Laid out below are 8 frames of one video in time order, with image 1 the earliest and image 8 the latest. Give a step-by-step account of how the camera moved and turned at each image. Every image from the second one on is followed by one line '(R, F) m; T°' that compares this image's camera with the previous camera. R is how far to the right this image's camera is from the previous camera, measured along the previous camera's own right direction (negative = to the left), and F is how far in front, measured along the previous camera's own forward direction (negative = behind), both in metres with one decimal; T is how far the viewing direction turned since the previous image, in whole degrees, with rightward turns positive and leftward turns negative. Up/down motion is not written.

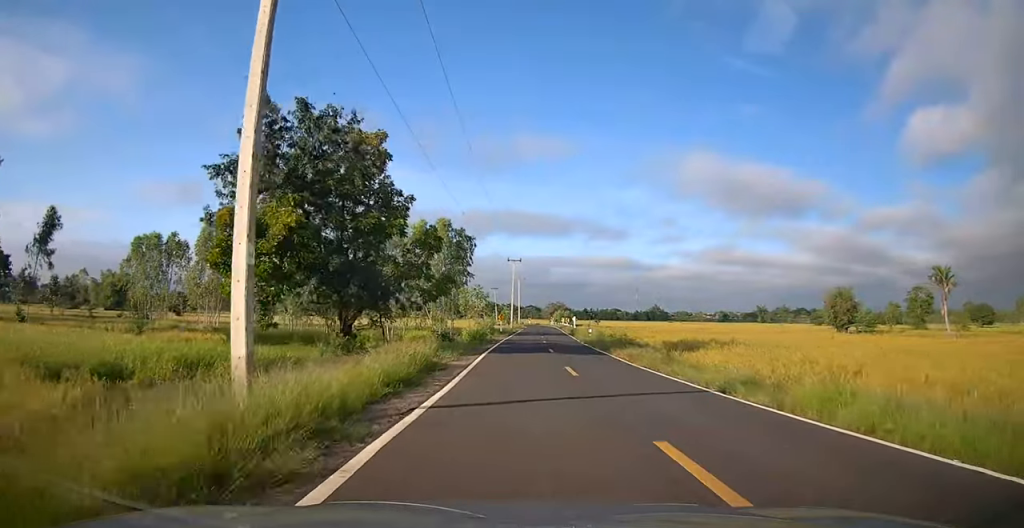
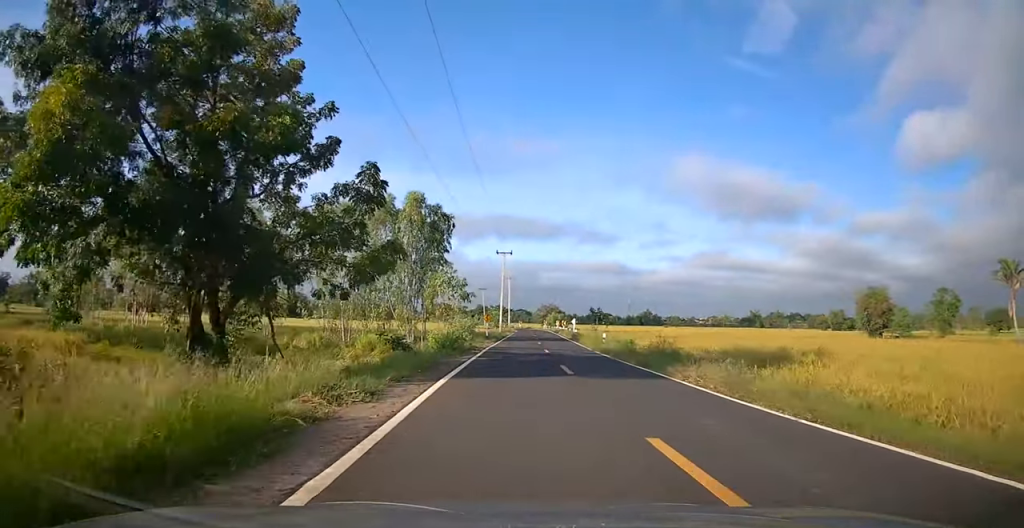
(+0.3, +11.6) m; +4°
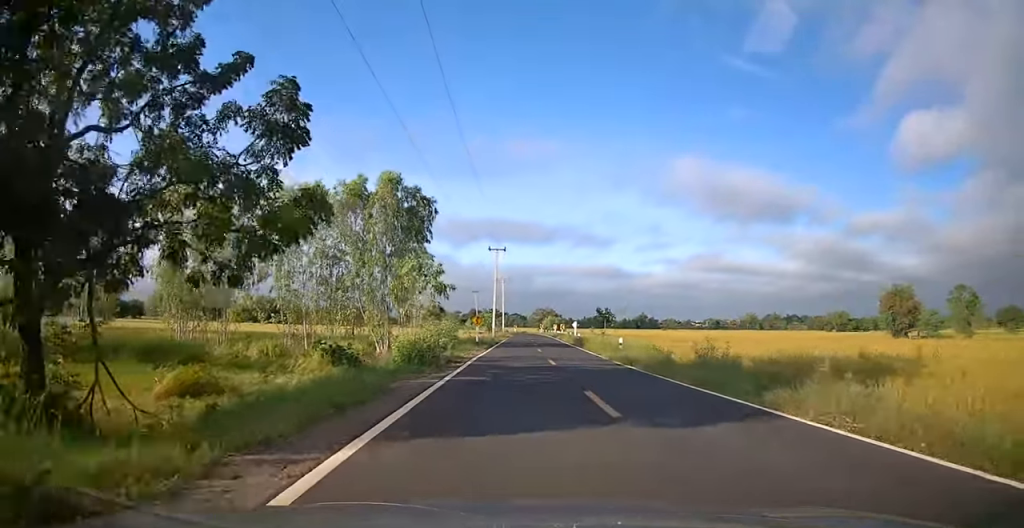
(+0.2, +6.9) m; +1°
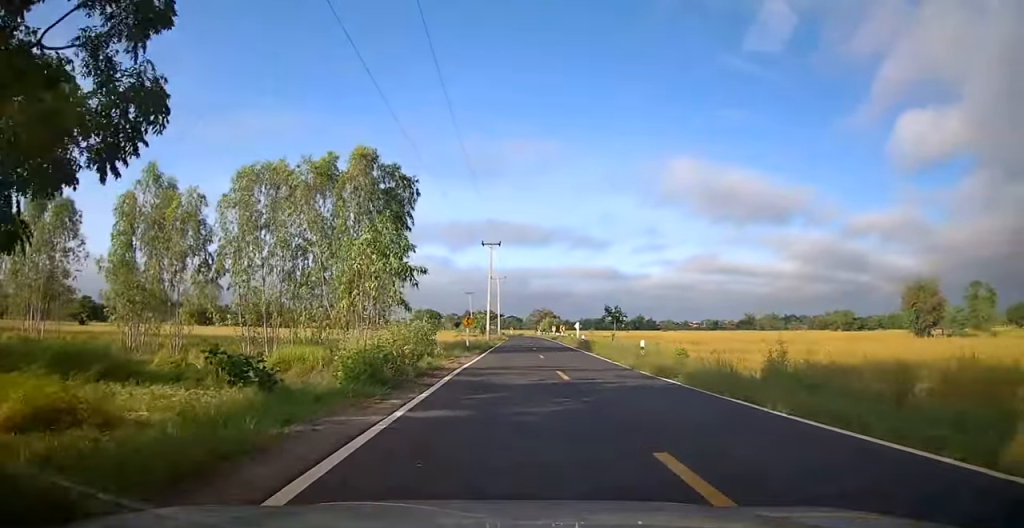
(+0.2, +5.5) m; 0°
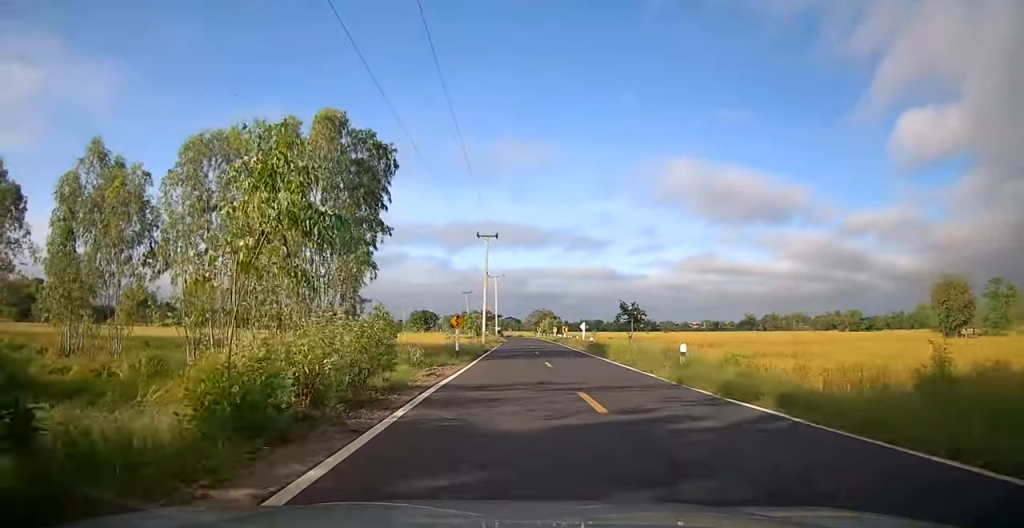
(-0.2, +5.8) m; 0°
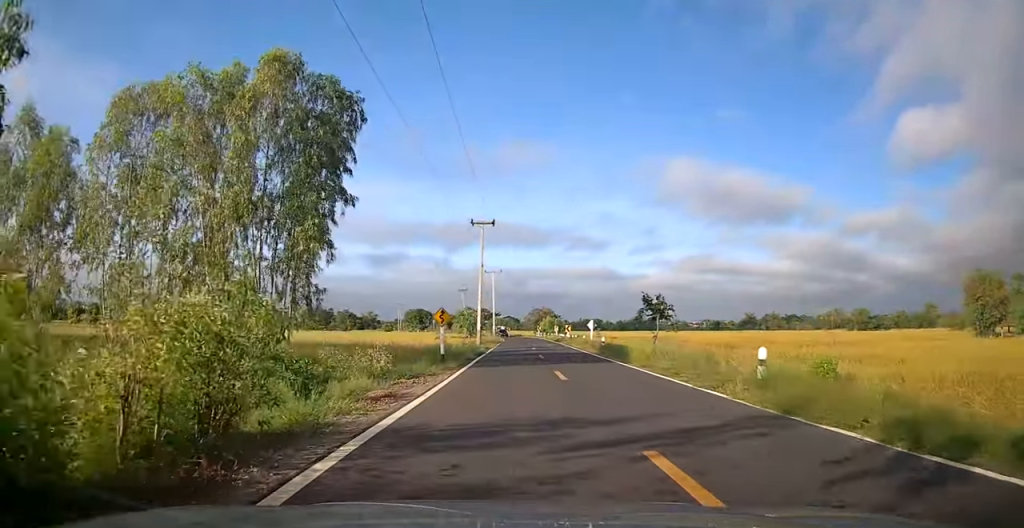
(-0.2, +5.8) m; 0°
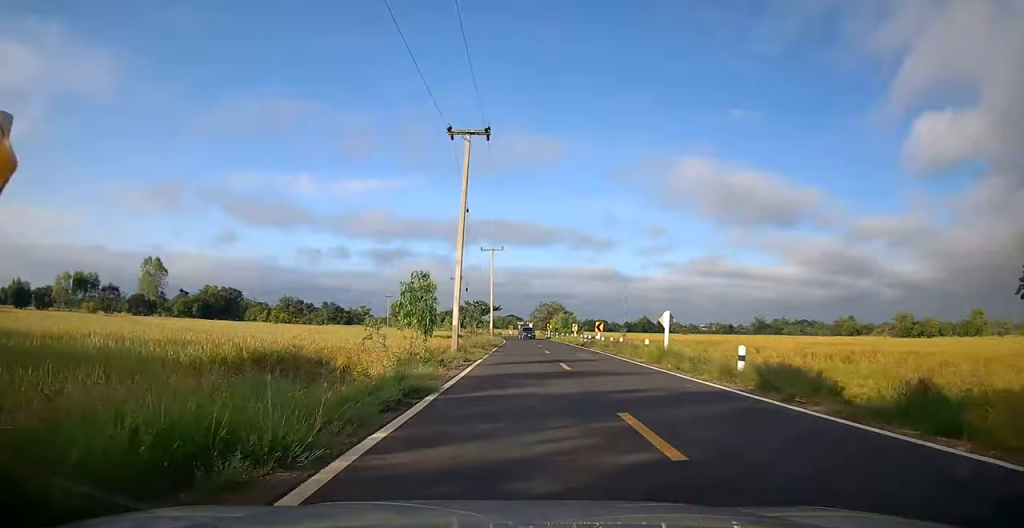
(+0.1, +21.5) m; +1°
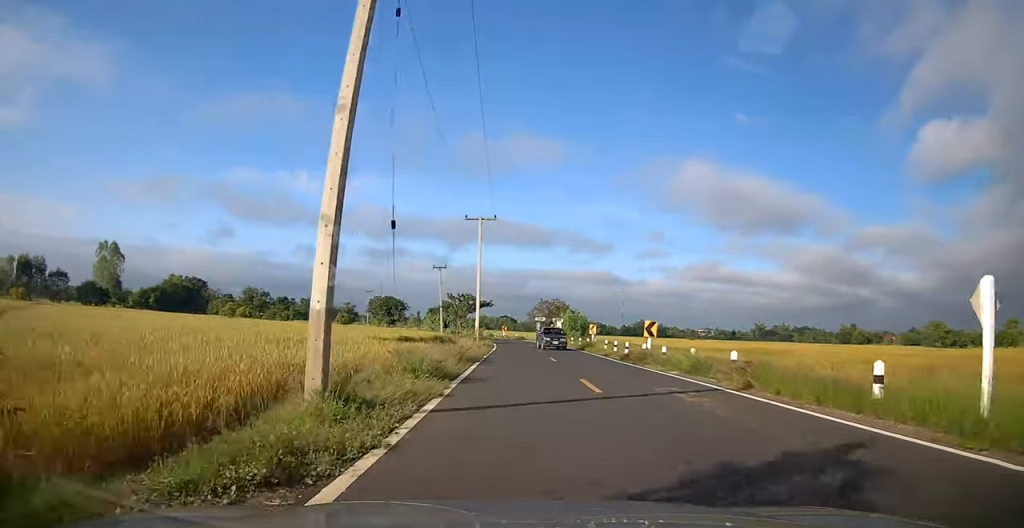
(+0.3, +17.8) m; 0°
